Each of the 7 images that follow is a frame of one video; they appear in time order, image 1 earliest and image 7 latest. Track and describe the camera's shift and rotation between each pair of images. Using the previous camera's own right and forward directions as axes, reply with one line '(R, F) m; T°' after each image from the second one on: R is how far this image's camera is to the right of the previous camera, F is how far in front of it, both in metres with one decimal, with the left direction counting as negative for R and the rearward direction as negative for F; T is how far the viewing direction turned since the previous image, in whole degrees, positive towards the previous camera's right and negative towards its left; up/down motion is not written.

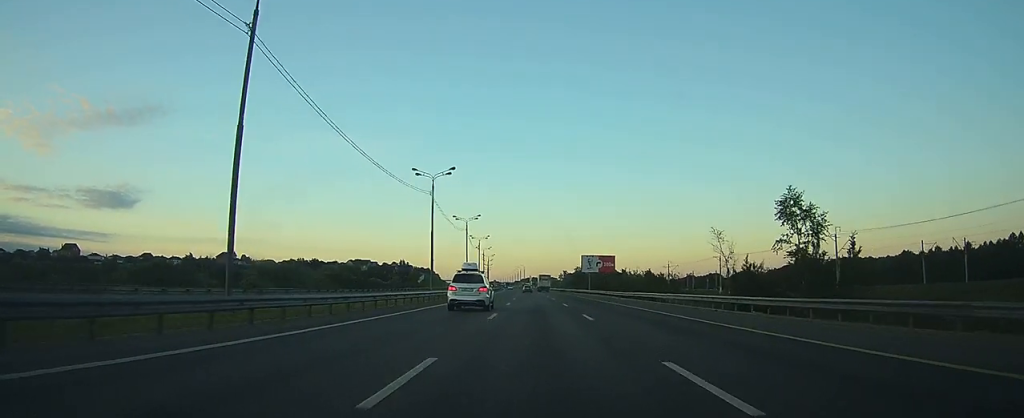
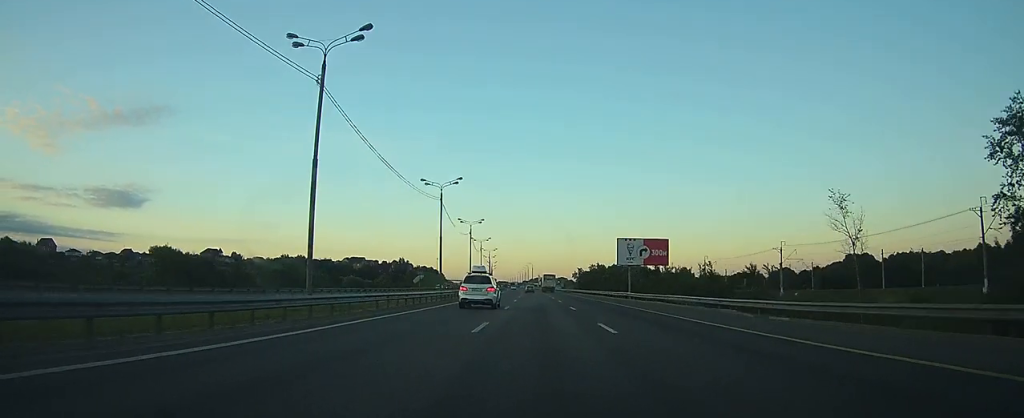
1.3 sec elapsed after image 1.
(-0.3, +38.2) m; -1°
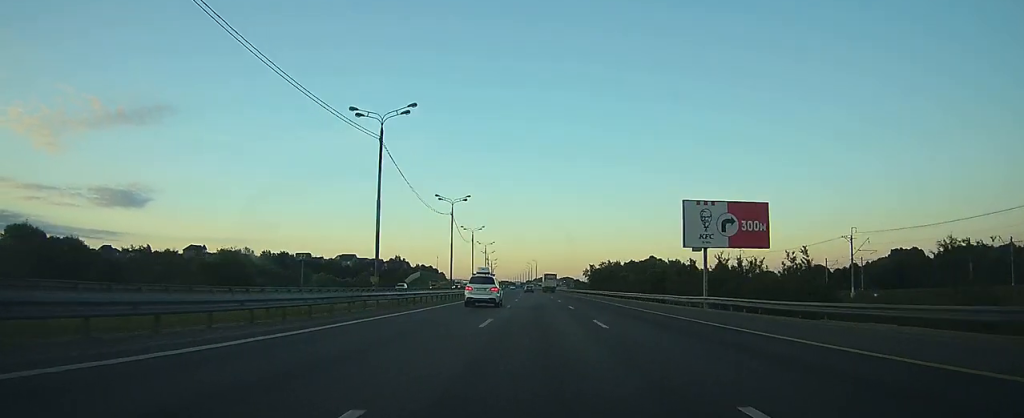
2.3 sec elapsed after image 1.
(-0.2, +30.2) m; -1°
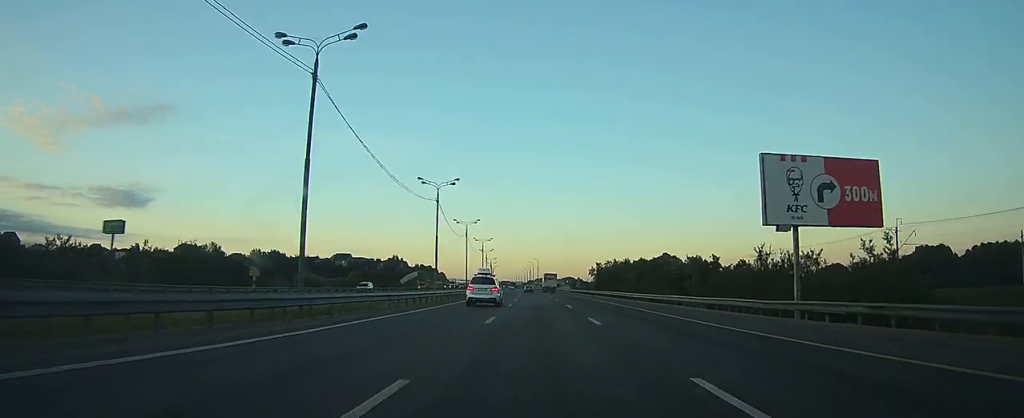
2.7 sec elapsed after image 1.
(0.0, +14.1) m; 0°
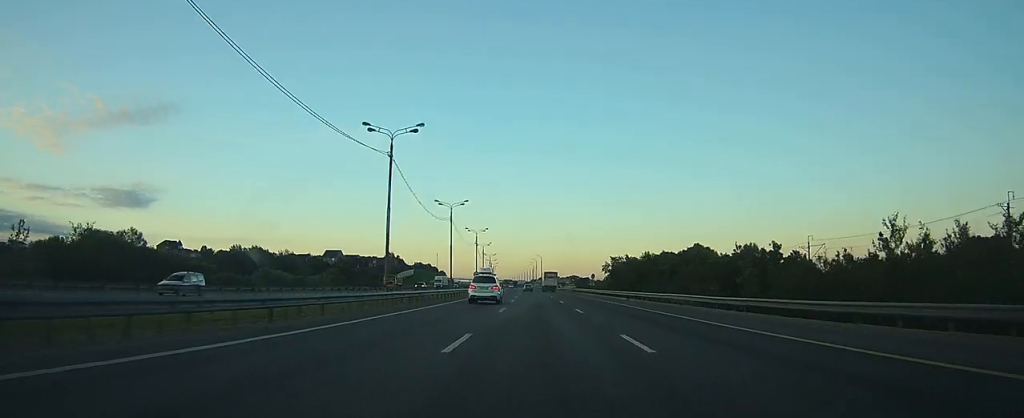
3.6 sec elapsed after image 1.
(0.0, +25.1) m; 0°
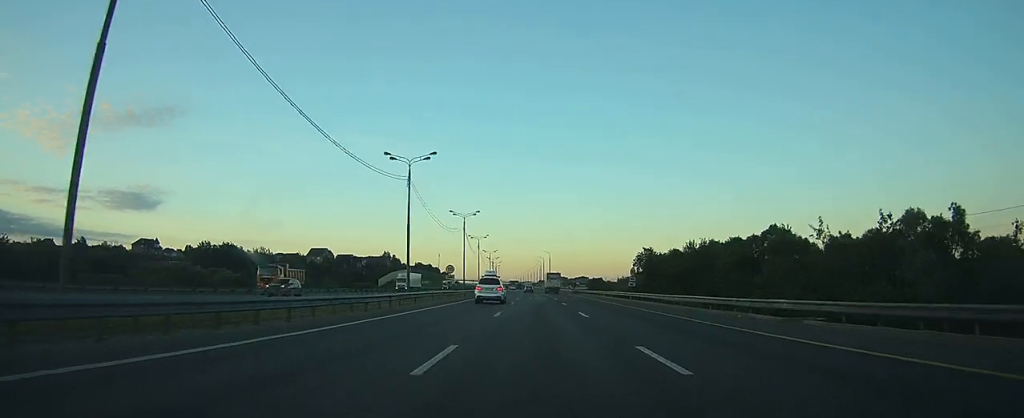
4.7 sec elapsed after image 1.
(-0.1, +34.8) m; -1°
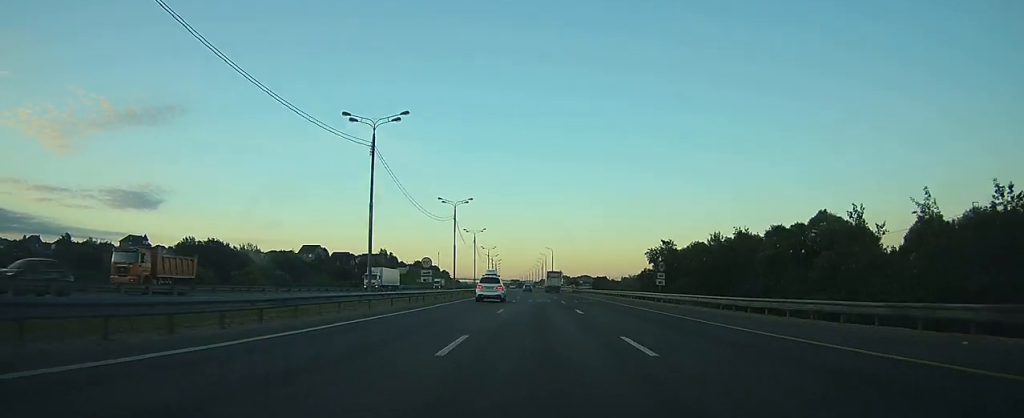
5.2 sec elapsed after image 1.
(-0.1, +13.8) m; 0°
